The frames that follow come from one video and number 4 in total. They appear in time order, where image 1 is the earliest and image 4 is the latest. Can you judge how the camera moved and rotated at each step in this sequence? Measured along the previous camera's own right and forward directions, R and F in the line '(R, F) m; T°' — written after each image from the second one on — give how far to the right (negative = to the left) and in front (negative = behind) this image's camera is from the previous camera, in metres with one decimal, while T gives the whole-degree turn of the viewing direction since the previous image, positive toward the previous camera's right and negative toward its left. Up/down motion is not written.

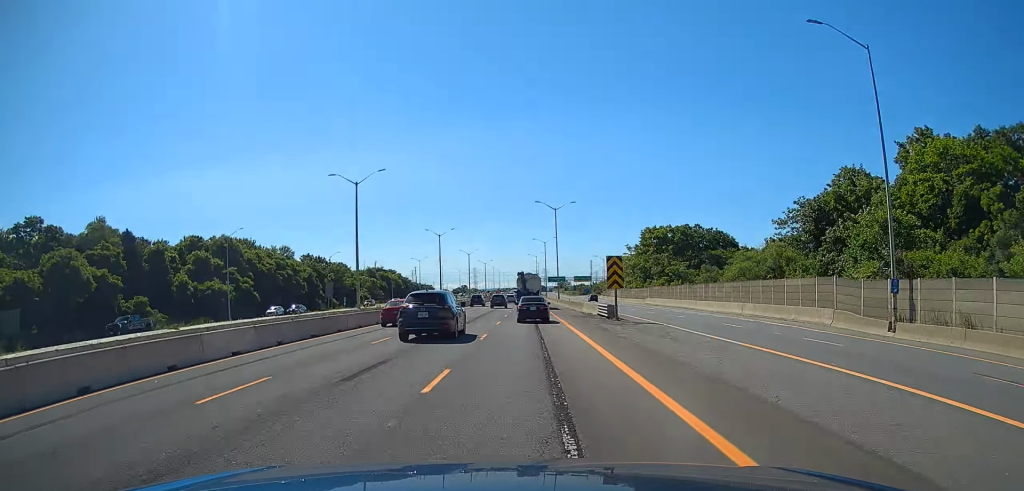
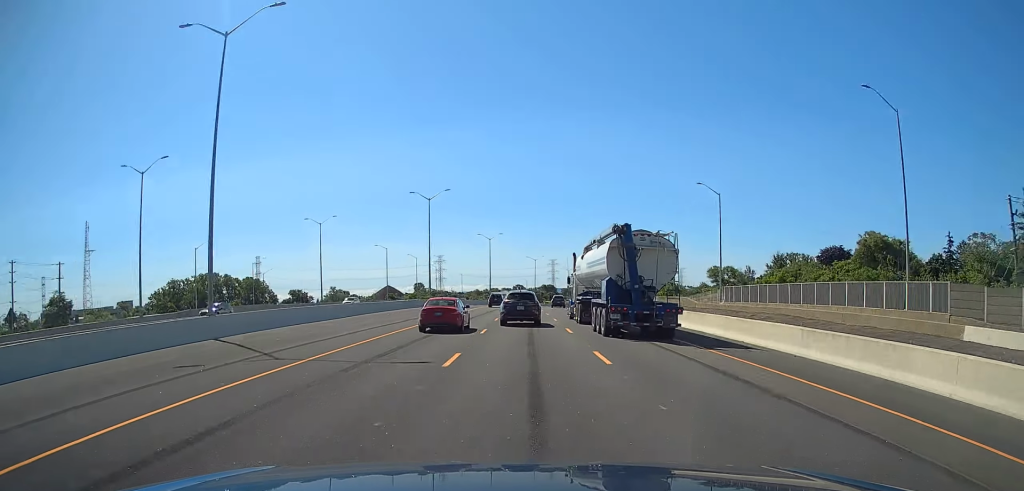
(+2.8, +504.1) m; +3°
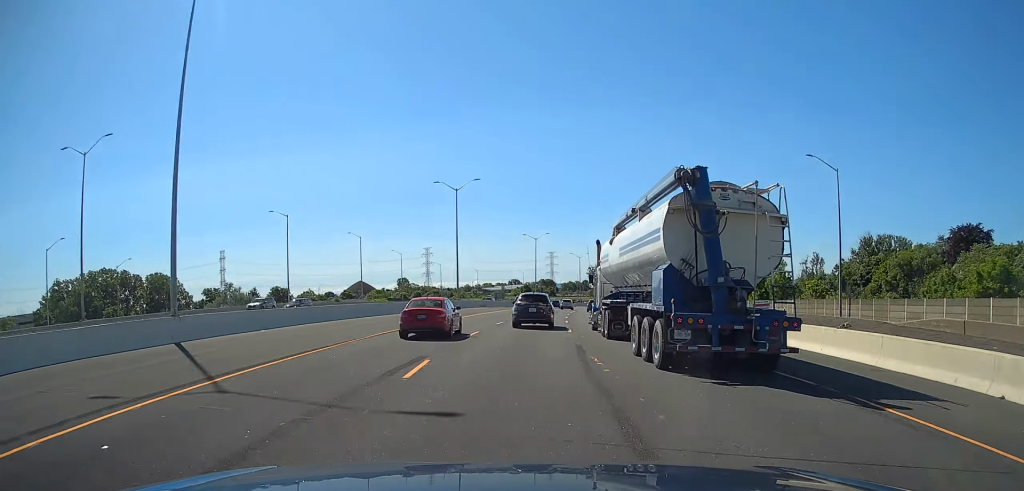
(+1.3, +72.5) m; +3°
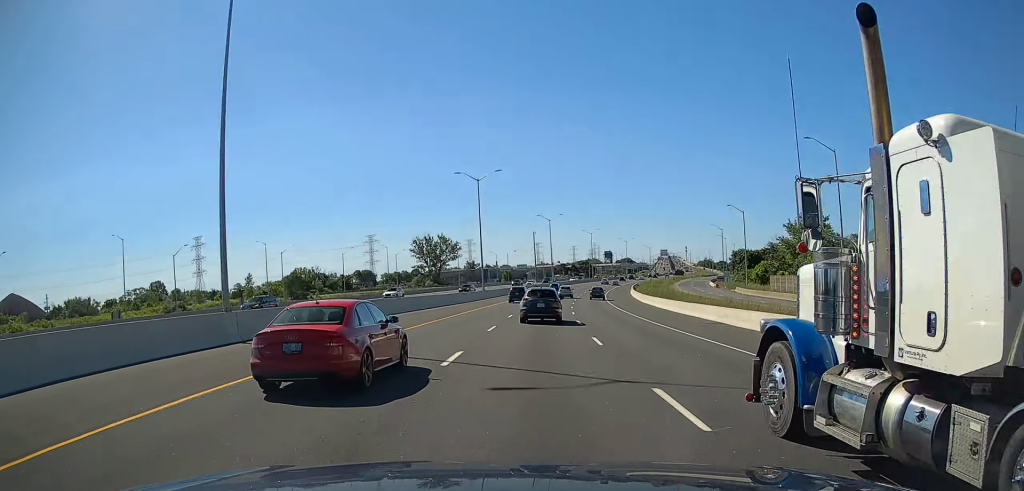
(+17.6, +192.9) m; +12°
